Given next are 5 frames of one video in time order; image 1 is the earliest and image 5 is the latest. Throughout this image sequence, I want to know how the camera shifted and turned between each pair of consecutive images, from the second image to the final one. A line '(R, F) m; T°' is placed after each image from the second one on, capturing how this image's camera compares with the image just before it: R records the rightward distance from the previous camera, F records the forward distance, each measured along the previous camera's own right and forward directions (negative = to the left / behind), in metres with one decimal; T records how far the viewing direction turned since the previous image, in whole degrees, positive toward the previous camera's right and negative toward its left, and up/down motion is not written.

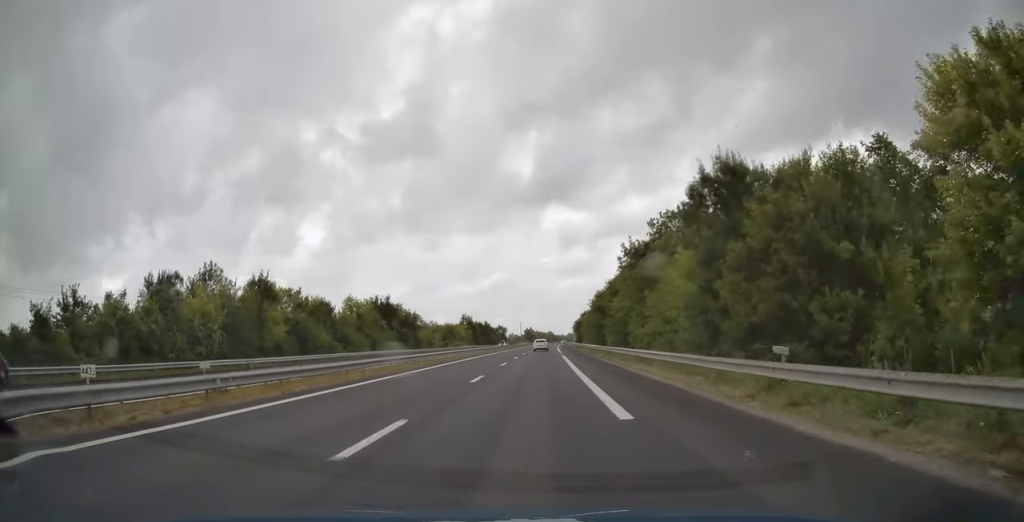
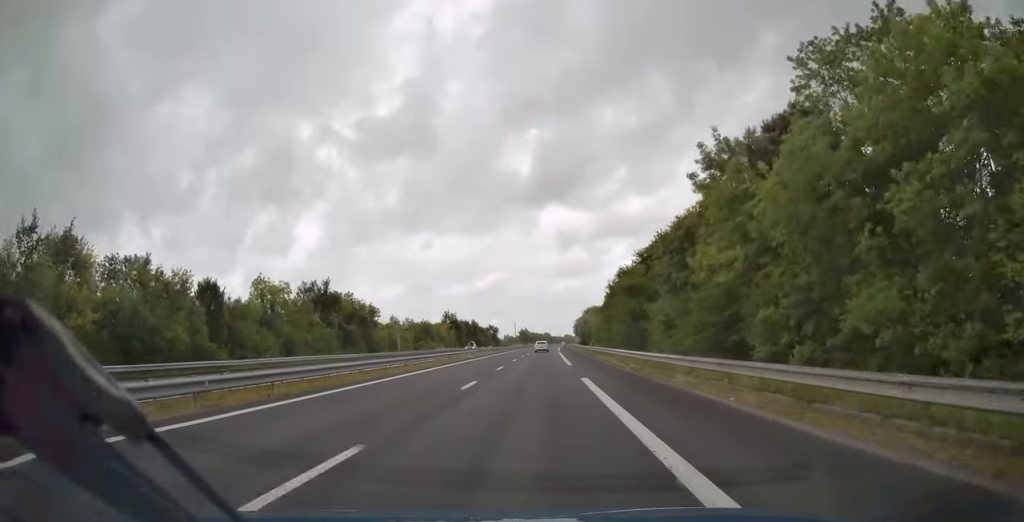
(0.0, +28.5) m; 0°
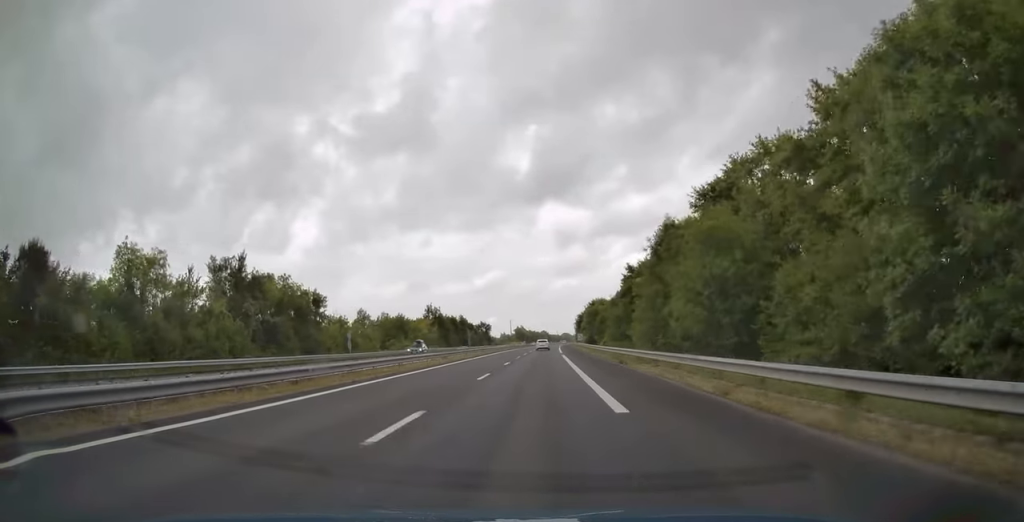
(+0.1, +22.1) m; 0°
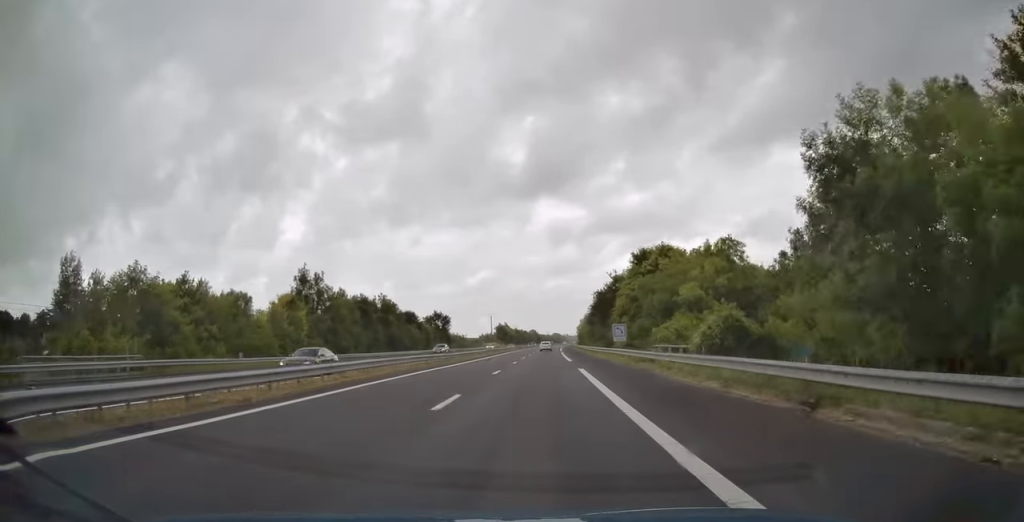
(+0.7, +74.2) m; +1°
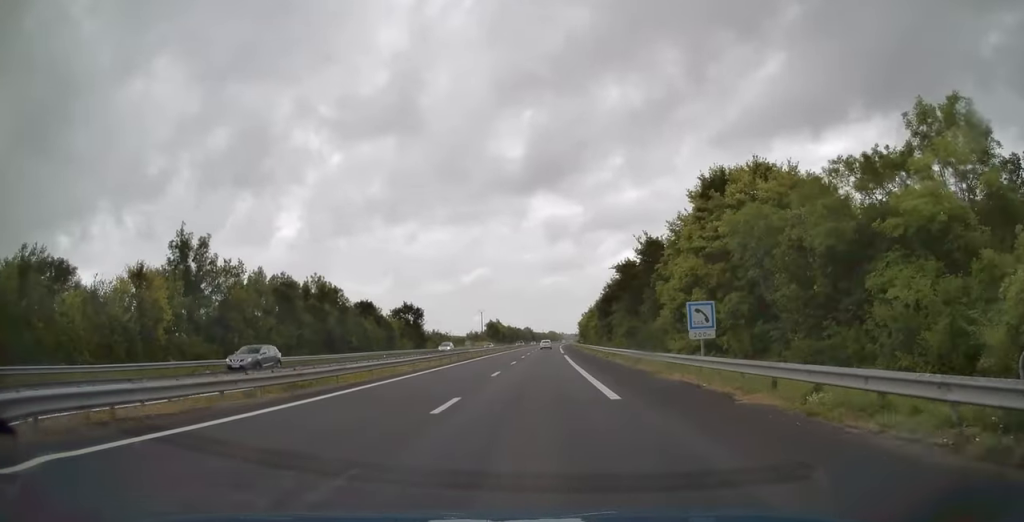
(0.0, +26.3) m; 0°
